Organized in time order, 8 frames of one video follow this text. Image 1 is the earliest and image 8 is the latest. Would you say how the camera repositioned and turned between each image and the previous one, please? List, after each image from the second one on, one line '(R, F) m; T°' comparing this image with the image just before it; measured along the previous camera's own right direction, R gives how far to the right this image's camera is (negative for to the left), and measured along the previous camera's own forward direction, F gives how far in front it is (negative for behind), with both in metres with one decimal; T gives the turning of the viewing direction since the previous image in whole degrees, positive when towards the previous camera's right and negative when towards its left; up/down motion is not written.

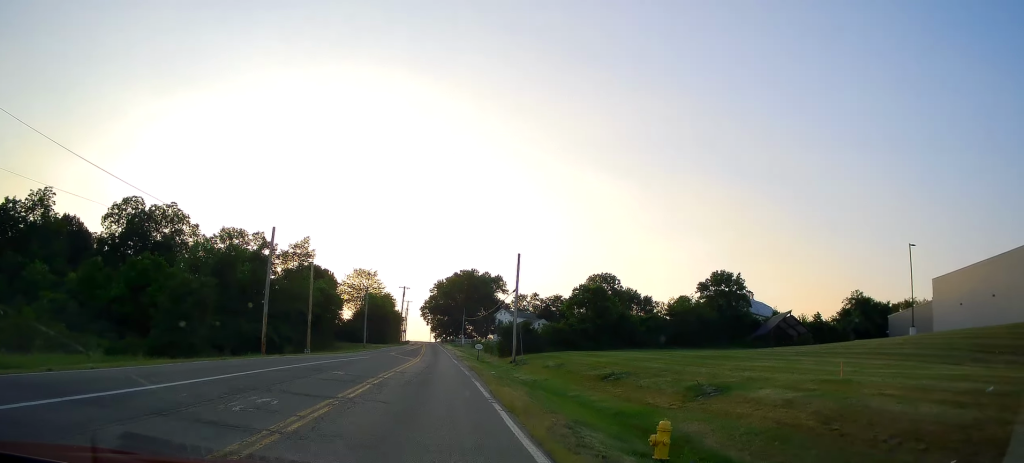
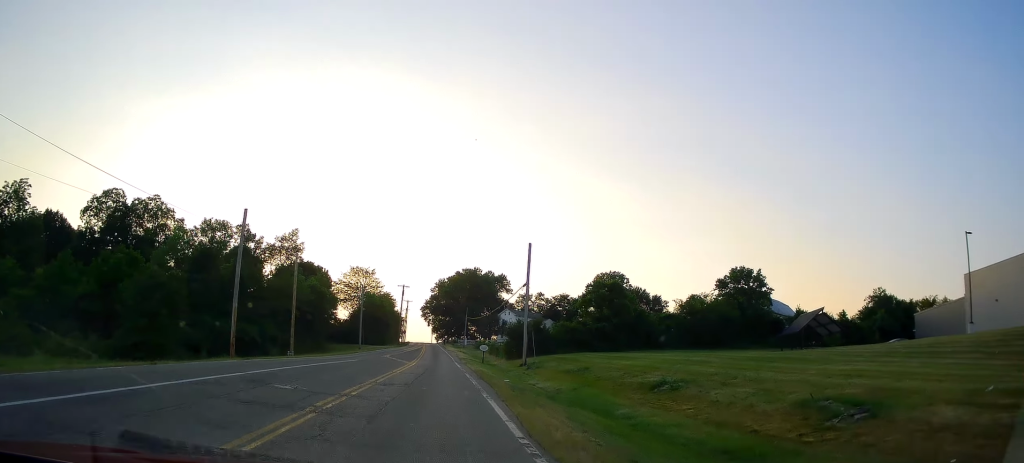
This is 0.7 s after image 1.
(+0.5, +7.2) m; +5°
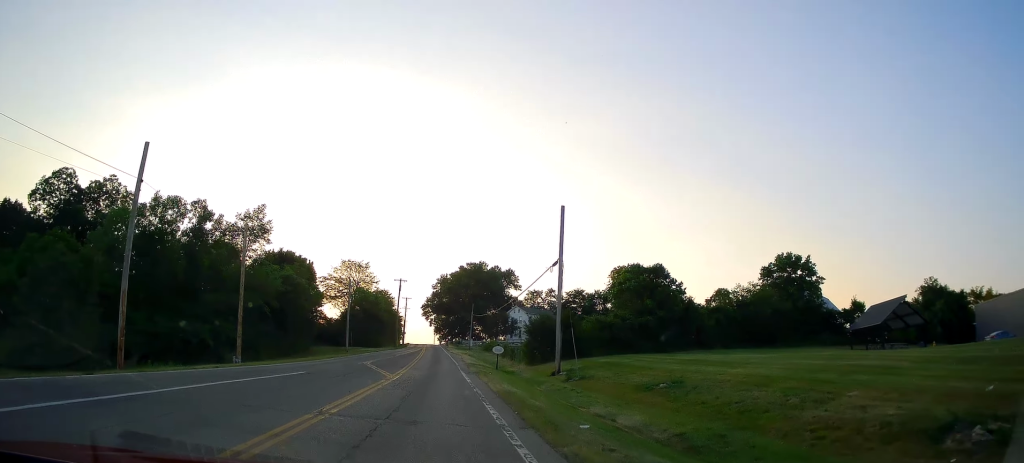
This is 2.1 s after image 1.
(+0.8, +15.2) m; +1°
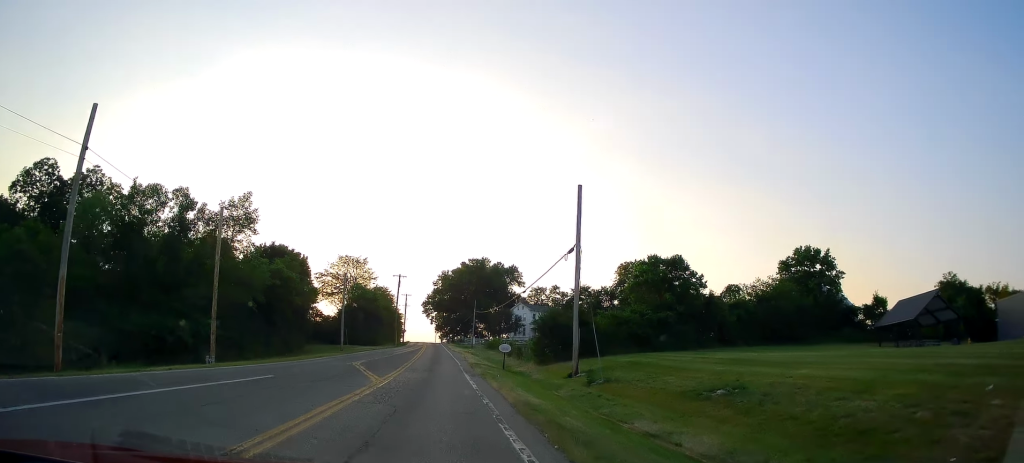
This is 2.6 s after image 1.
(-0.3, +5.2) m; -1°
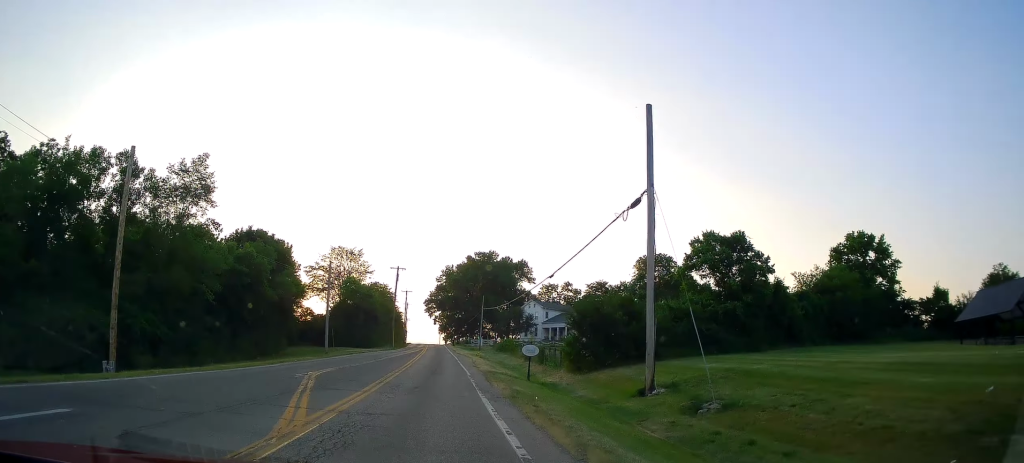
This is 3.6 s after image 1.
(-0.3, +12.3) m; -1°
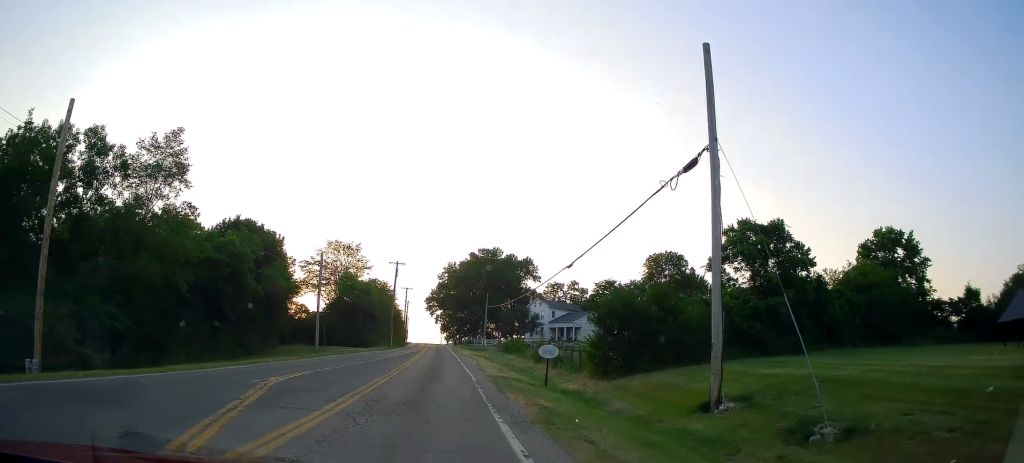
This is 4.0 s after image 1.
(0.0, +5.5) m; 0°
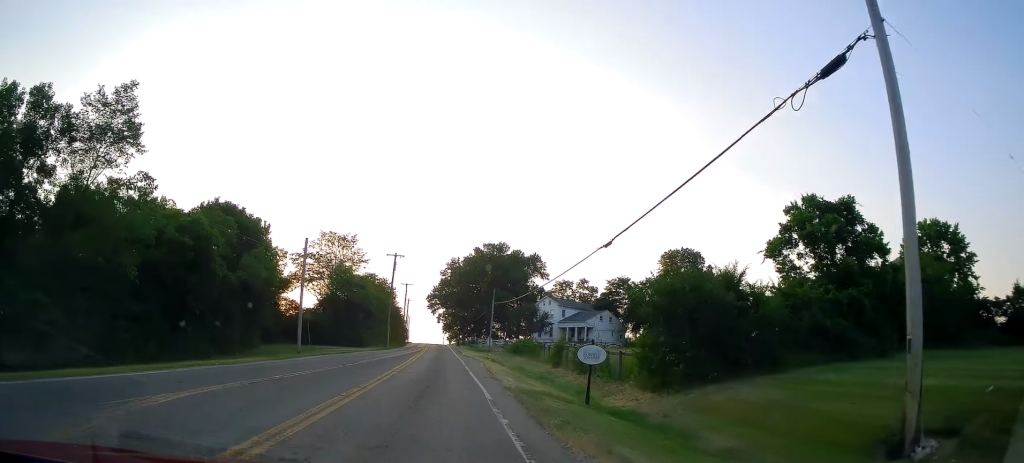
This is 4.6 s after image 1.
(0.0, +7.9) m; -1°
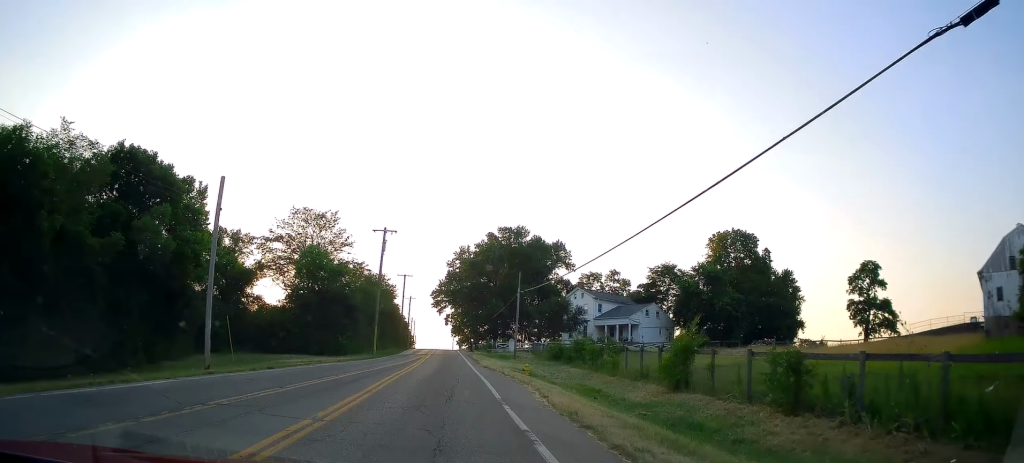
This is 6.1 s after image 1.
(-0.5, +21.0) m; -3°
